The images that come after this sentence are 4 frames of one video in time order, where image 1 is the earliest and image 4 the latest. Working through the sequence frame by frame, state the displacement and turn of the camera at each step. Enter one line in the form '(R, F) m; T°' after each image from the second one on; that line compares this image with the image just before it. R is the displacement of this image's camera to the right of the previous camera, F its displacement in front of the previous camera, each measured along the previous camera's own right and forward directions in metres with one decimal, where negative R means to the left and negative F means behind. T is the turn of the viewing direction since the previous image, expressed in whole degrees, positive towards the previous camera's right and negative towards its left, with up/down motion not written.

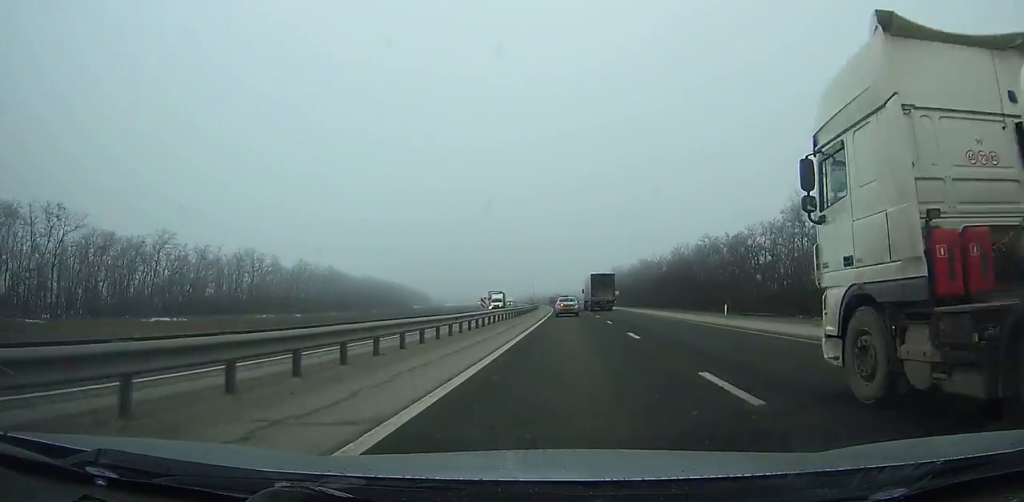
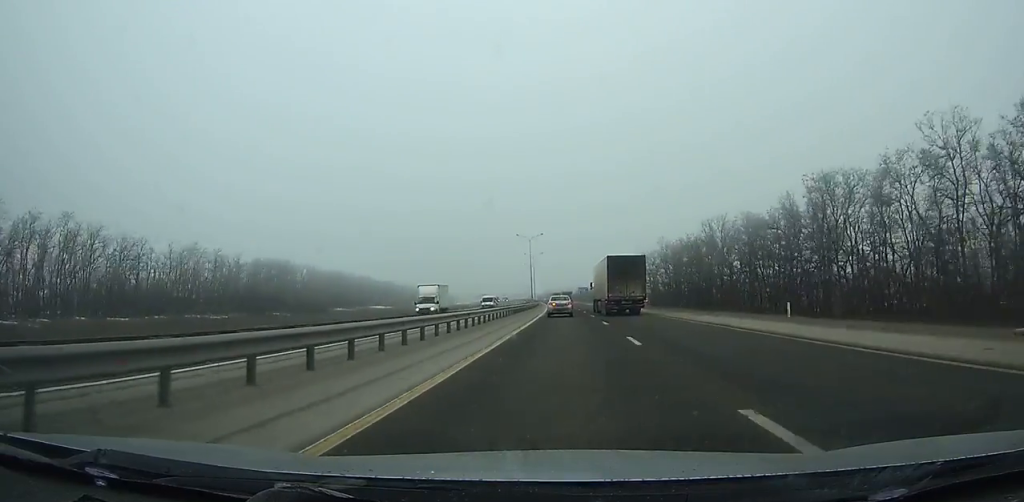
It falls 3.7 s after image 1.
(-2.3, +111.8) m; -3°
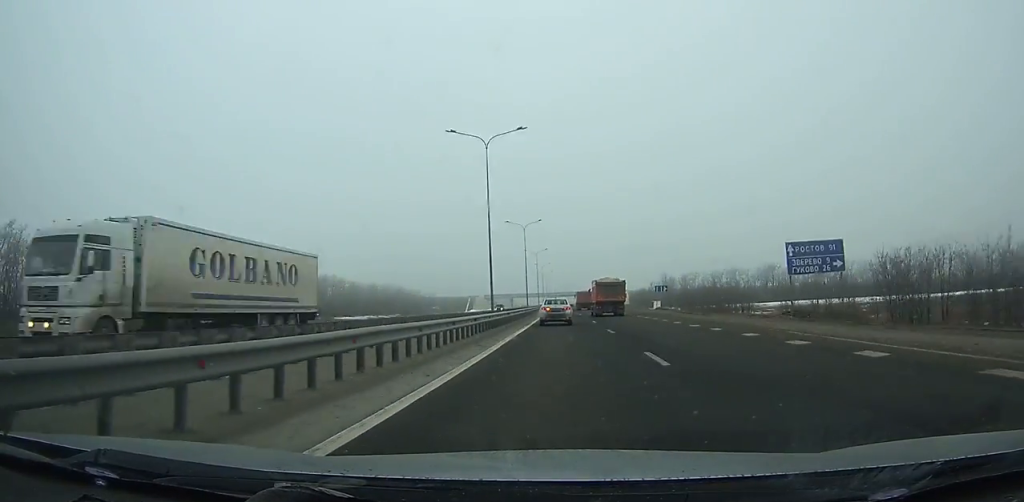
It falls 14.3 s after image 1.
(-21.9, +312.2) m; -7°
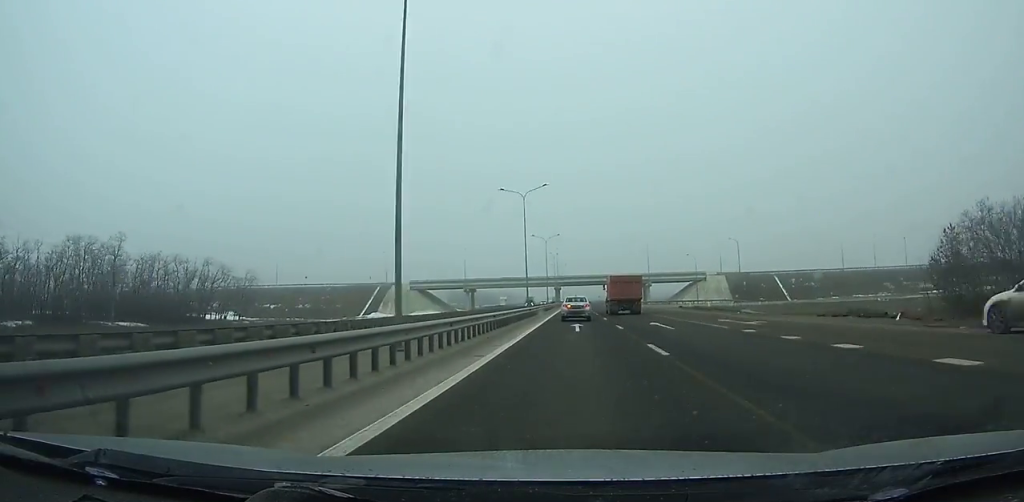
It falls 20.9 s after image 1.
(-2.3, +191.6) m; -1°
